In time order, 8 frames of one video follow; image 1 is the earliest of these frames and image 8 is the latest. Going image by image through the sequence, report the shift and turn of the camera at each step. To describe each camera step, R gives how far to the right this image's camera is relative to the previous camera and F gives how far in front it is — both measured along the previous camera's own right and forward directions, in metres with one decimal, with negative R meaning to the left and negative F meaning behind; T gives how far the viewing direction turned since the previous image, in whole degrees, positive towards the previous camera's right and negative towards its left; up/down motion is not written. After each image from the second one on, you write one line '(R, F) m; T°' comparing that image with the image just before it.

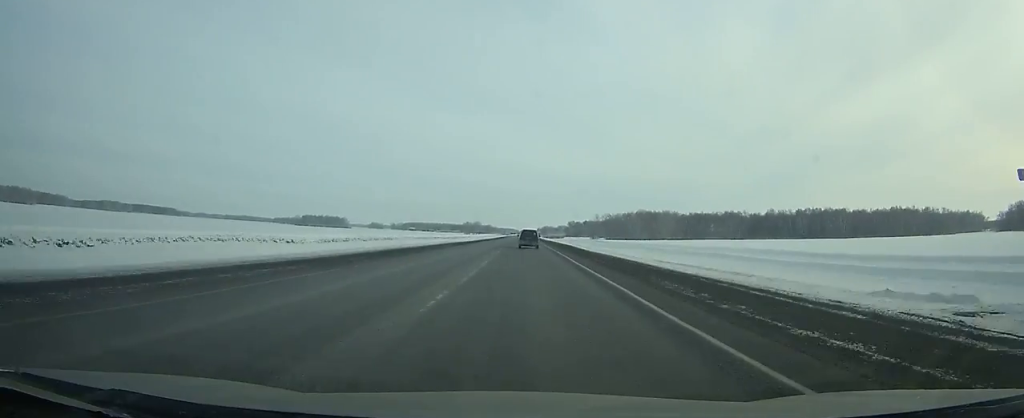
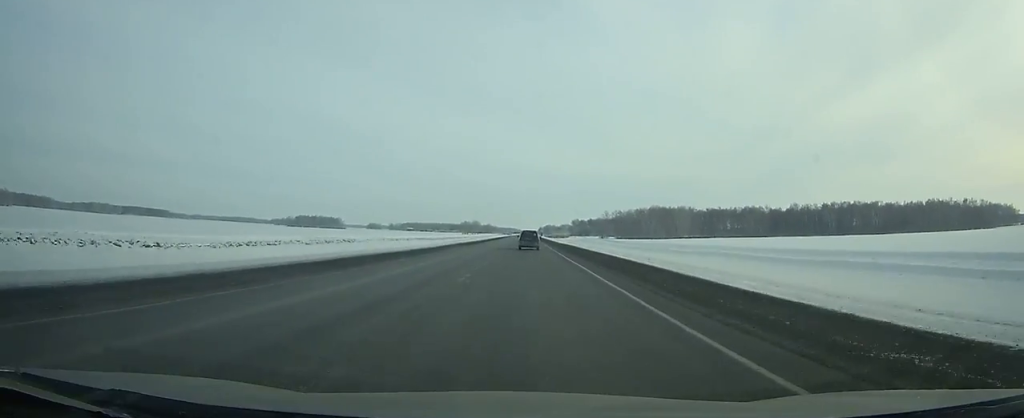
(0.0, +42.1) m; 0°
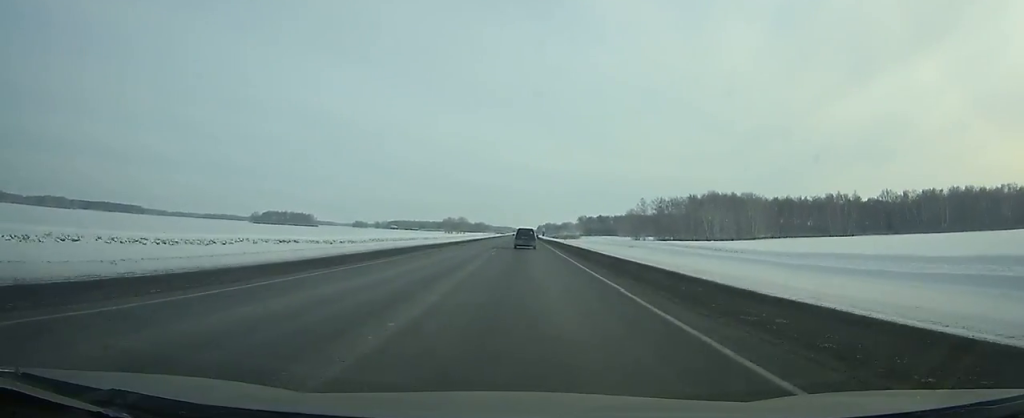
(+0.1, +124.3) m; 0°
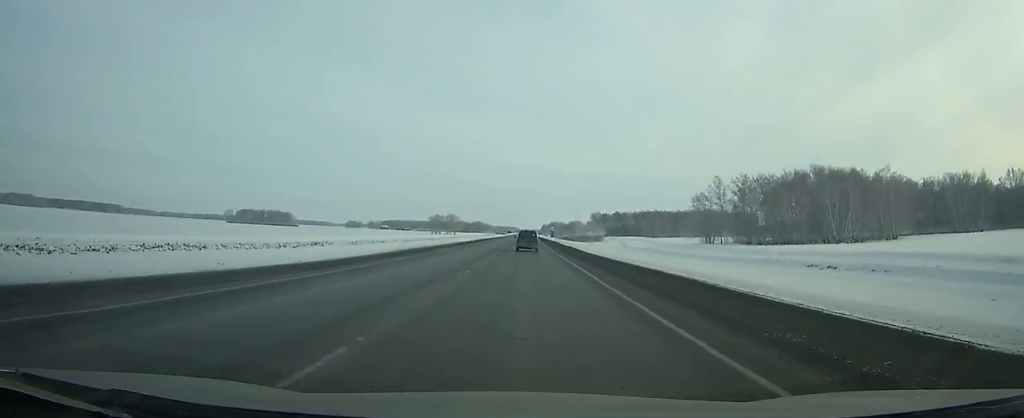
(-0.1, +98.9) m; 0°
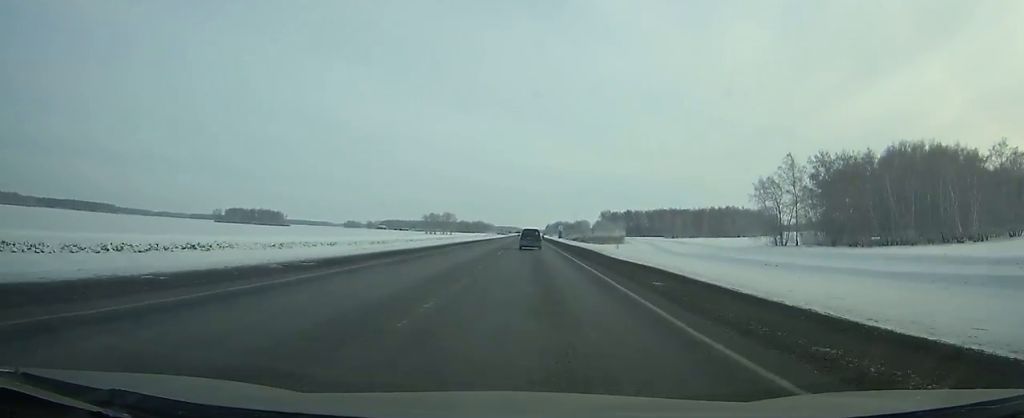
(-0.1, +43.5) m; 0°
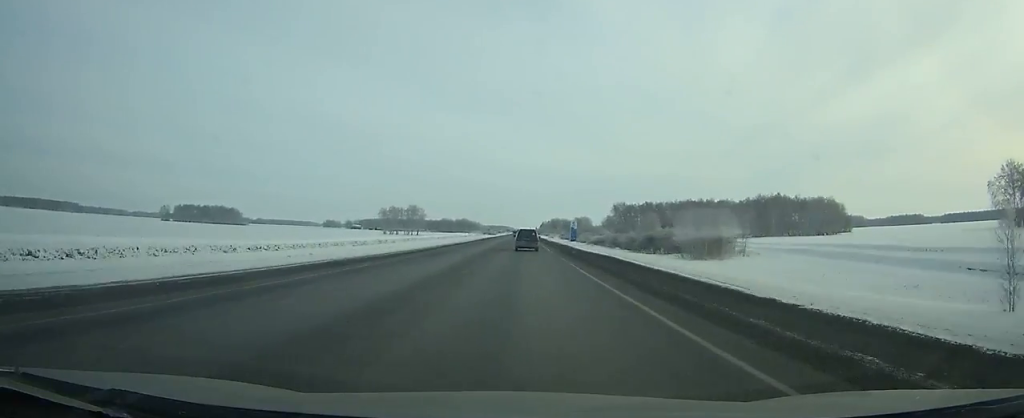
(+0.3, +110.5) m; 0°
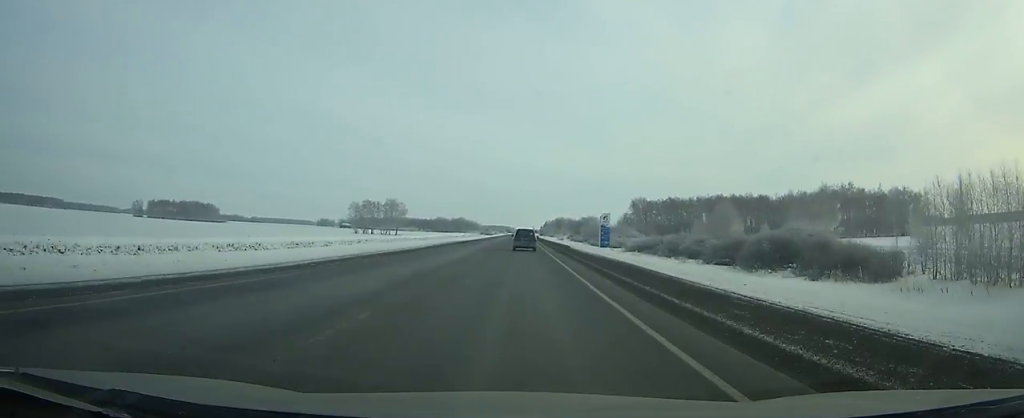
(+0.1, +58.5) m; 0°
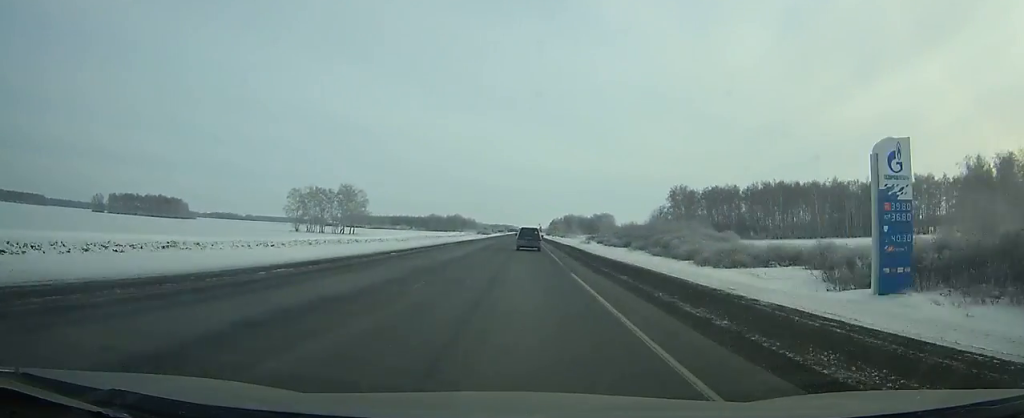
(-0.2, +76.6) m; 0°
